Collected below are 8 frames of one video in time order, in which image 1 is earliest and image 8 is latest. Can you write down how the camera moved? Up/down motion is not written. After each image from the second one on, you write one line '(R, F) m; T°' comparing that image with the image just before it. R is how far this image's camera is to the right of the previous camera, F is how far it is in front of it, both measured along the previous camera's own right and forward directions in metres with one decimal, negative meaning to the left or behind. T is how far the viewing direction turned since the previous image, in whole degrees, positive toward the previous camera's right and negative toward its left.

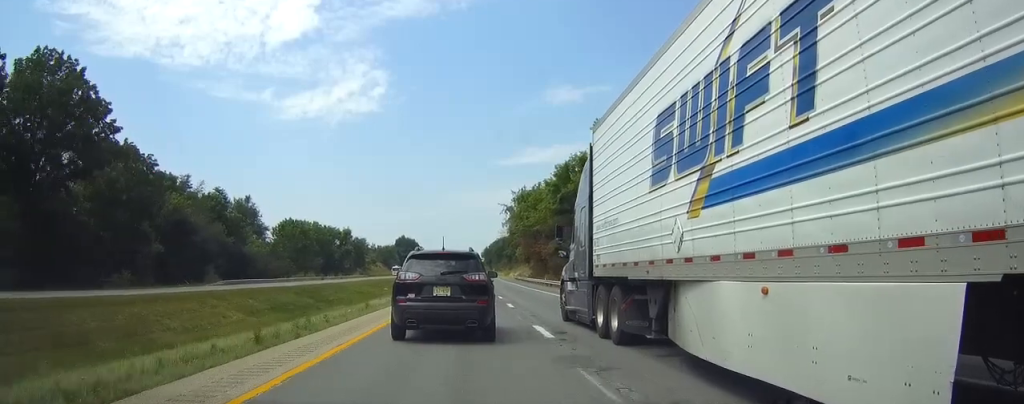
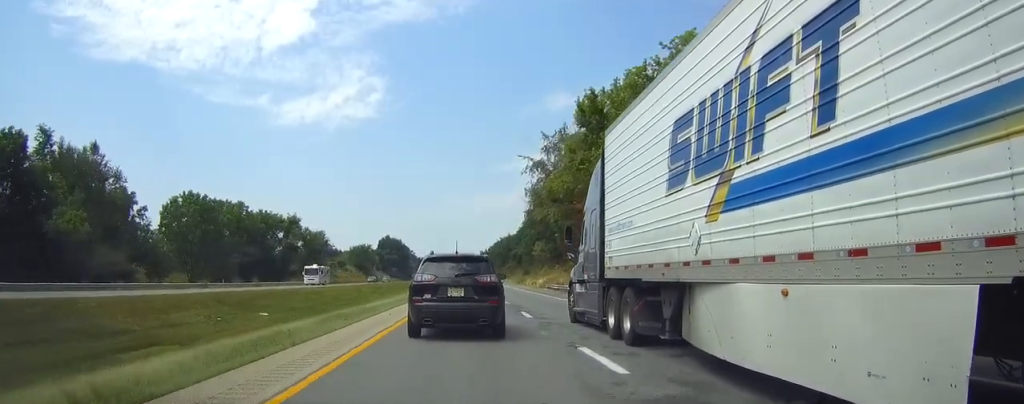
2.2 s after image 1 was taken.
(+0.1, +66.0) m; 0°
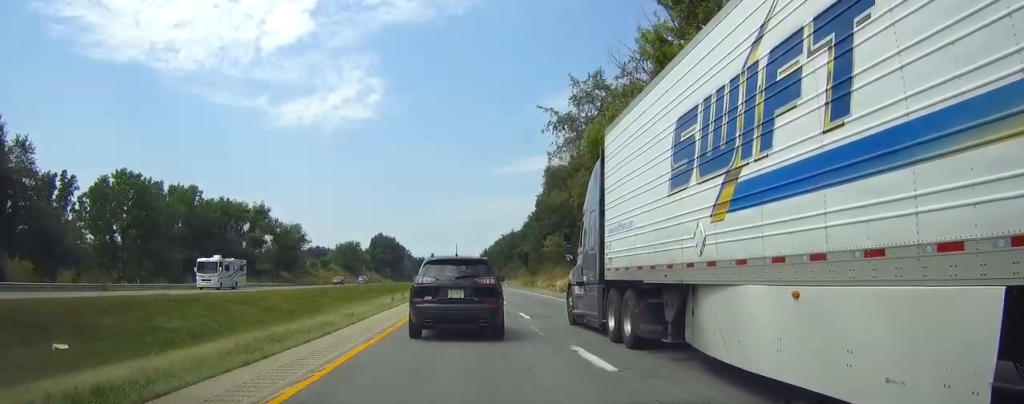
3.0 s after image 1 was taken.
(+0.1, +24.4) m; 0°
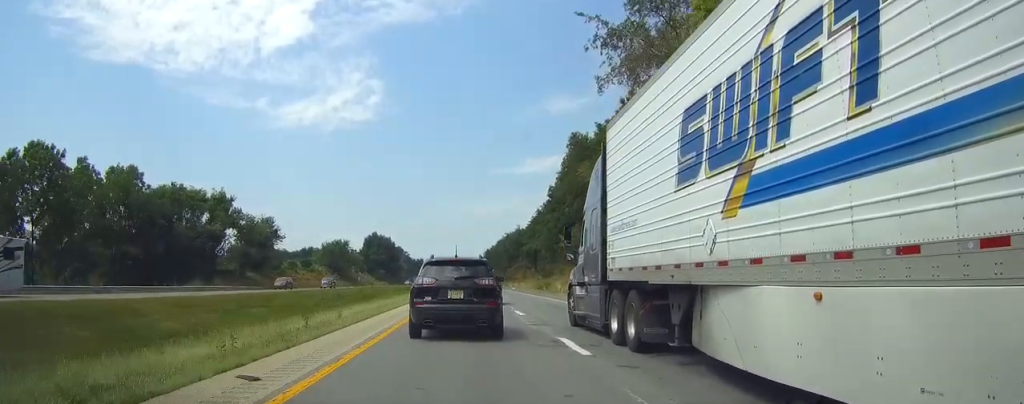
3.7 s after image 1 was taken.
(+0.1, +22.5) m; 0°
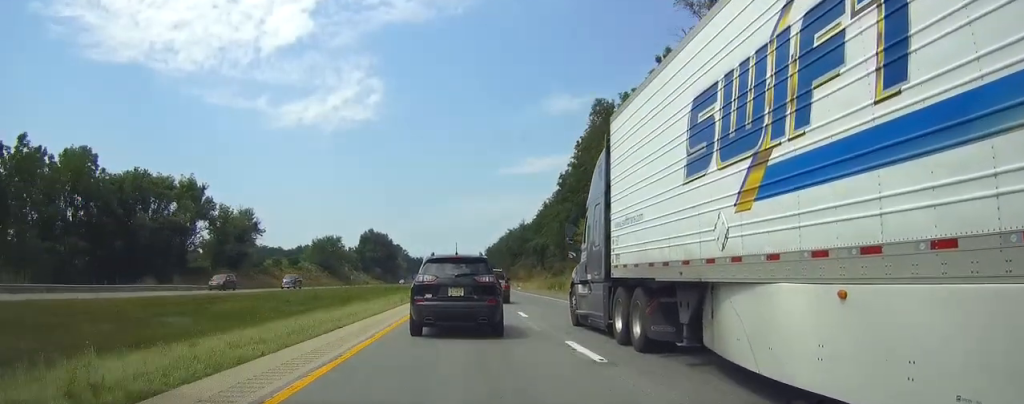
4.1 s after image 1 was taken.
(0.0, +13.4) m; 0°
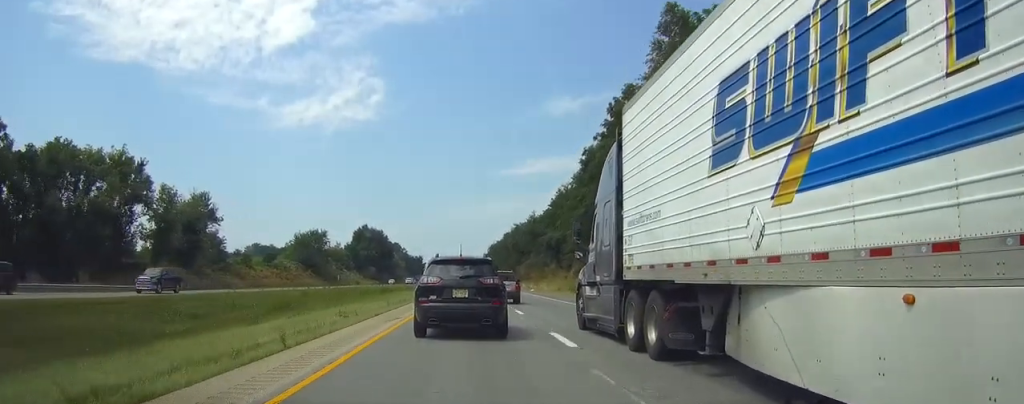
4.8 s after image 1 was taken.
(0.0, +21.7) m; 0°
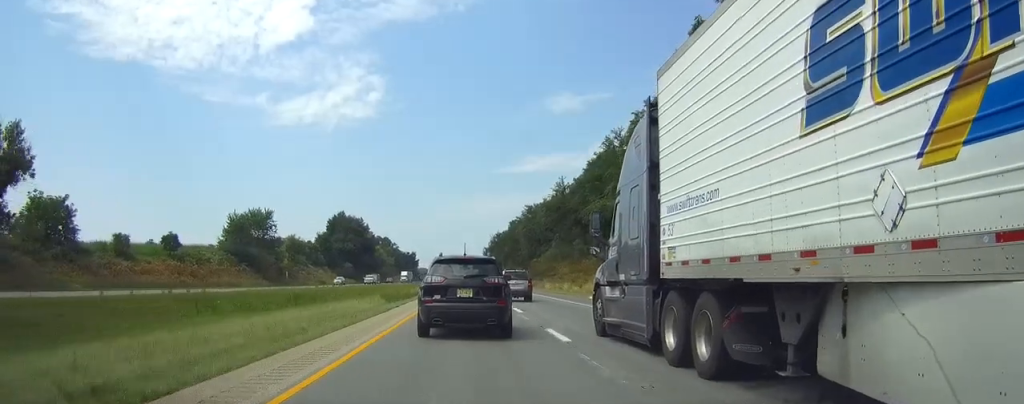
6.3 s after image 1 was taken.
(0.0, +47.1) m; 0°
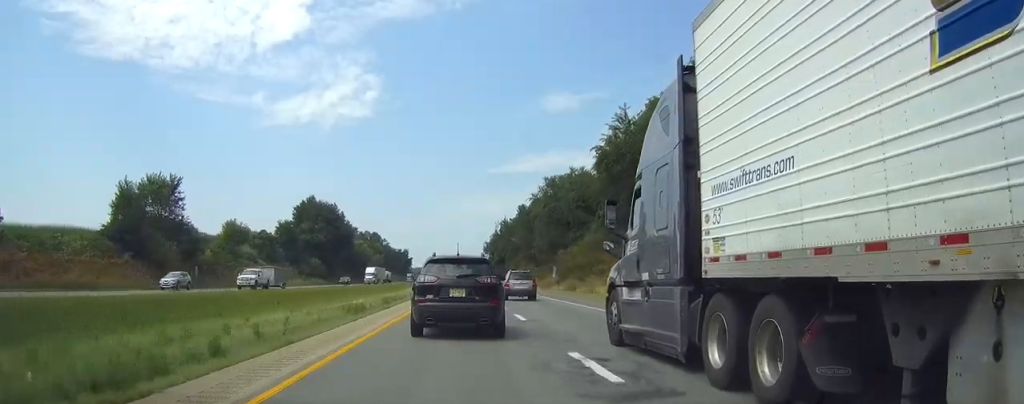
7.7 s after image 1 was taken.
(+0.1, +42.2) m; 0°
